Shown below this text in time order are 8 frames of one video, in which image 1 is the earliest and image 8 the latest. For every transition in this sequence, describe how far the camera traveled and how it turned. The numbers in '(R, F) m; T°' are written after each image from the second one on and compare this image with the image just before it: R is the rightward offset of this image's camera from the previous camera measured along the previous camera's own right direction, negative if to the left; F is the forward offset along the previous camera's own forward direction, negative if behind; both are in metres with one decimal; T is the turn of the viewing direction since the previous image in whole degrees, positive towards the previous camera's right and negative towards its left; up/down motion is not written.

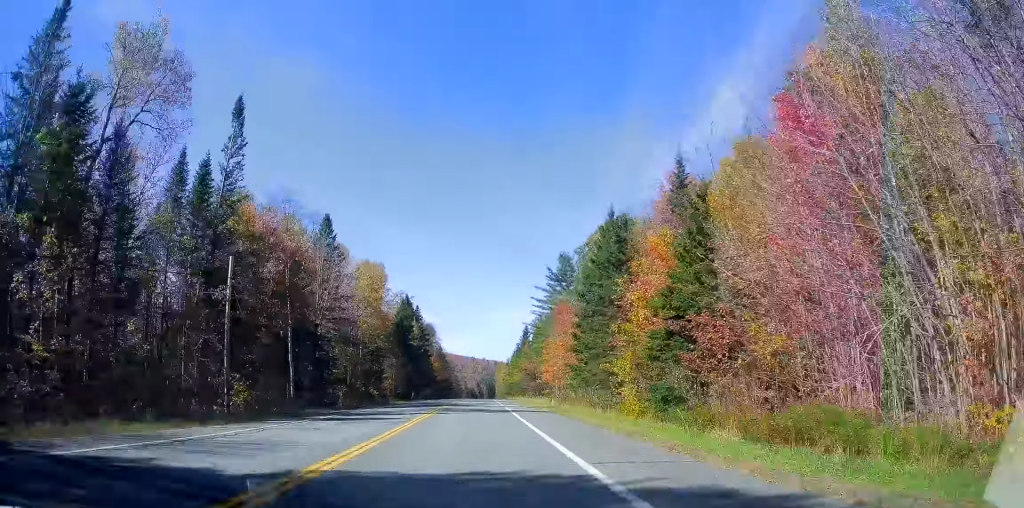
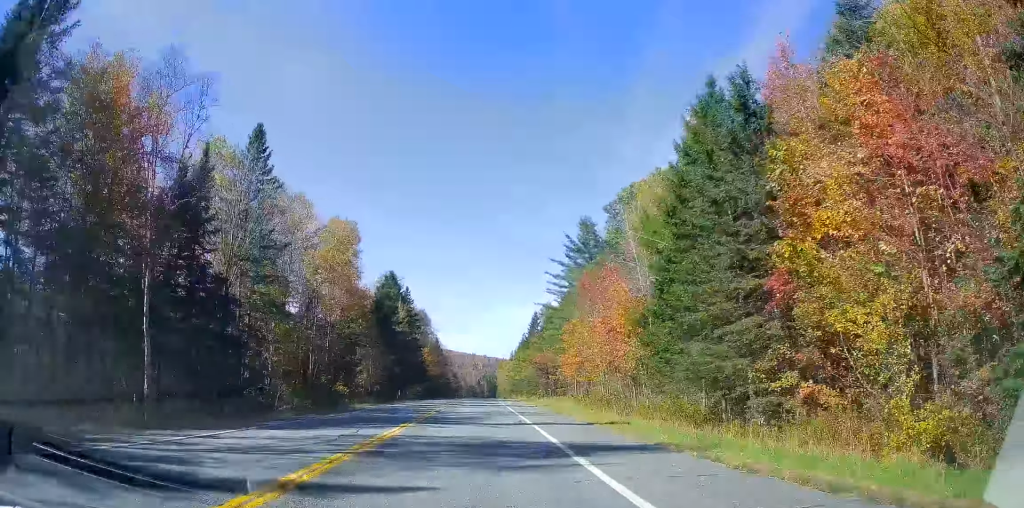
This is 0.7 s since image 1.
(0.0, +19.8) m; +1°
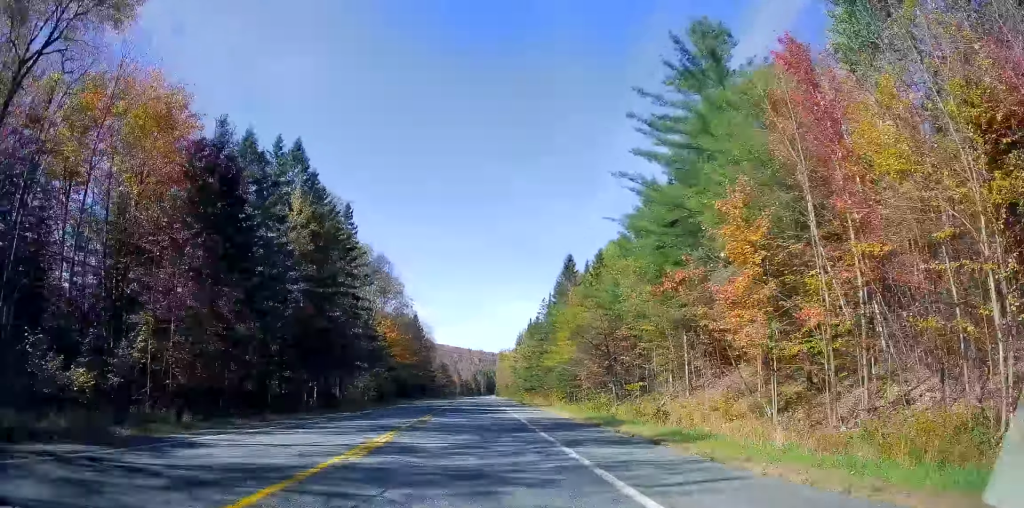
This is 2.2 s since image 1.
(+0.8, +46.8) m; +2°
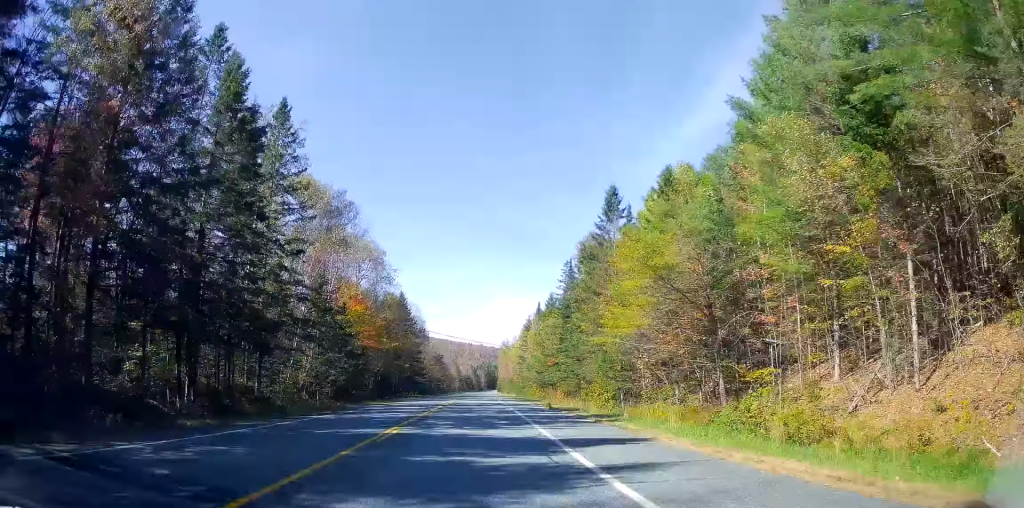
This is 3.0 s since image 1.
(+0.1, +21.8) m; 0°
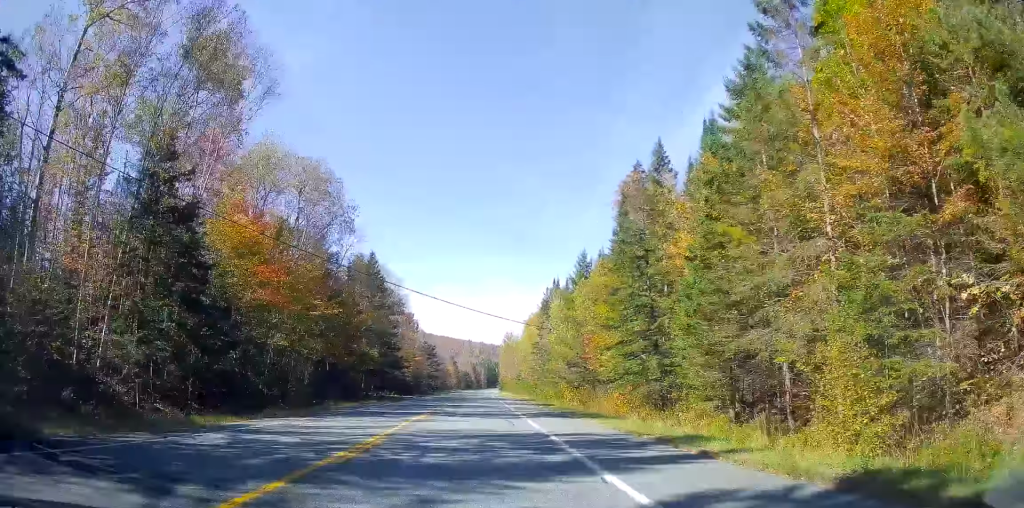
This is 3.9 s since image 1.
(+0.2, +27.6) m; 0°
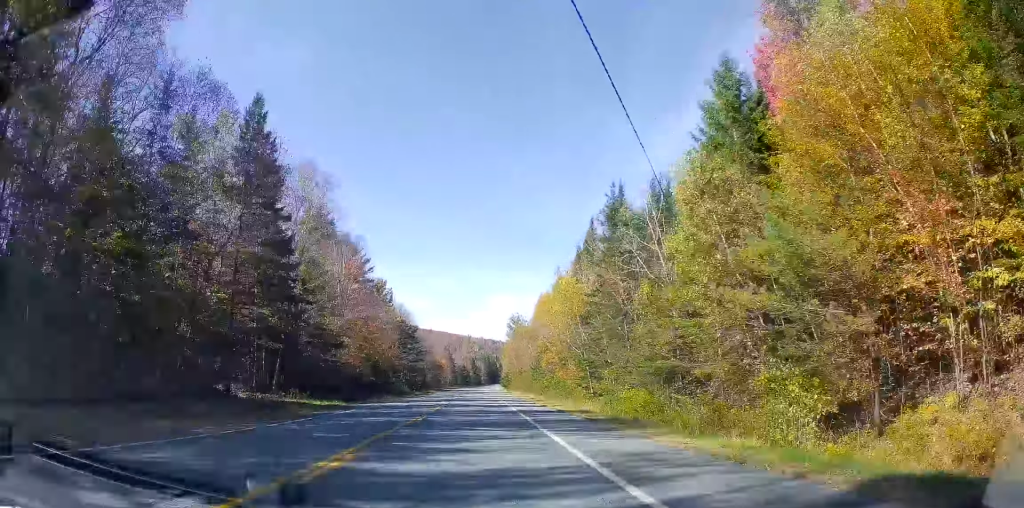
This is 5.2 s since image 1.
(-0.1, +38.5) m; -1°
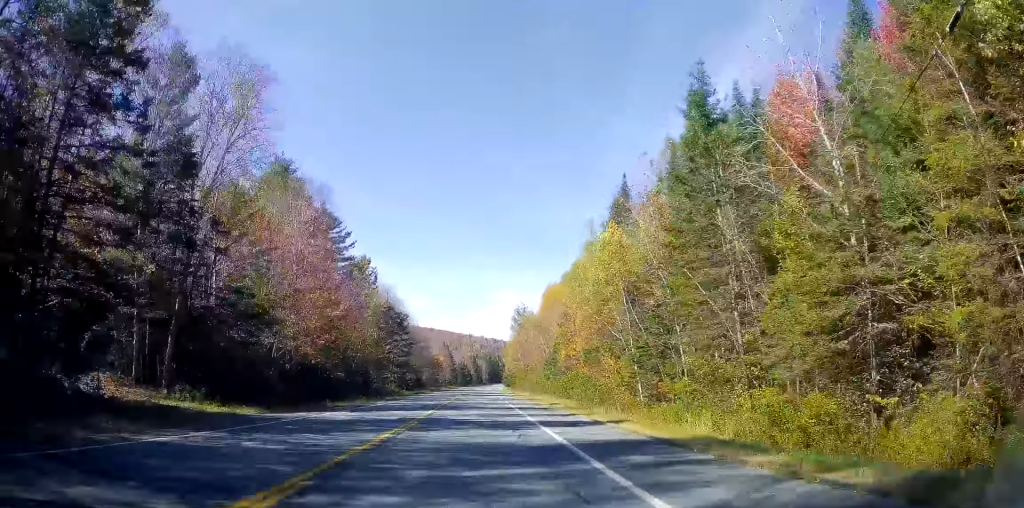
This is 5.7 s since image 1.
(0.0, +15.8) m; 0°
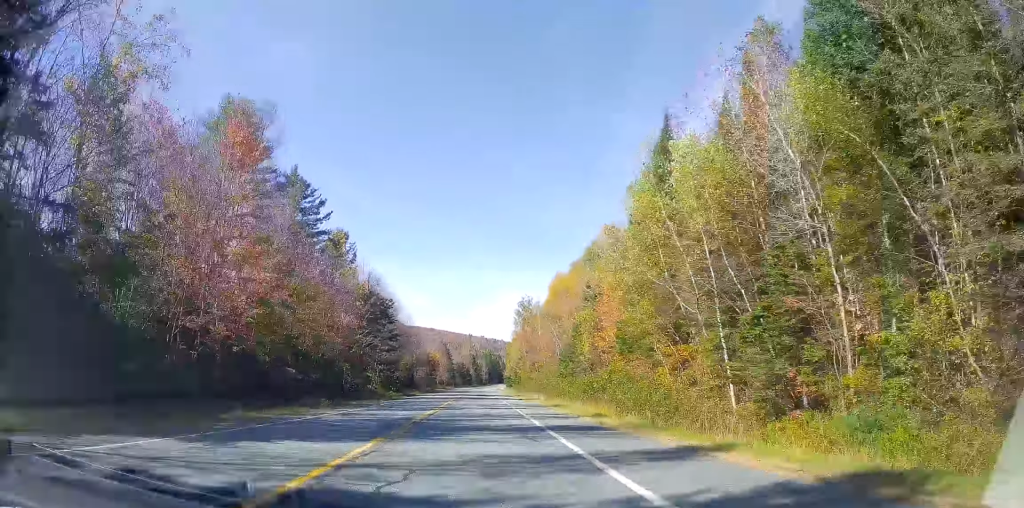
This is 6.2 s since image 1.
(0.0, +13.9) m; 0°
